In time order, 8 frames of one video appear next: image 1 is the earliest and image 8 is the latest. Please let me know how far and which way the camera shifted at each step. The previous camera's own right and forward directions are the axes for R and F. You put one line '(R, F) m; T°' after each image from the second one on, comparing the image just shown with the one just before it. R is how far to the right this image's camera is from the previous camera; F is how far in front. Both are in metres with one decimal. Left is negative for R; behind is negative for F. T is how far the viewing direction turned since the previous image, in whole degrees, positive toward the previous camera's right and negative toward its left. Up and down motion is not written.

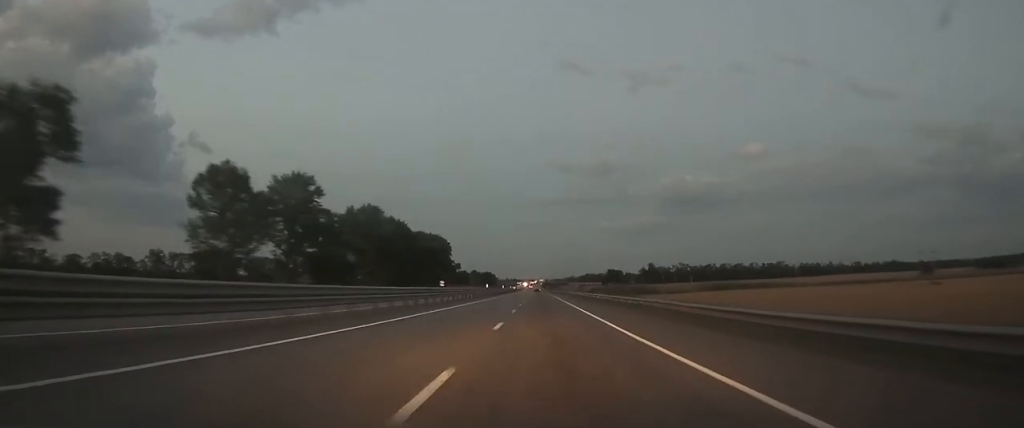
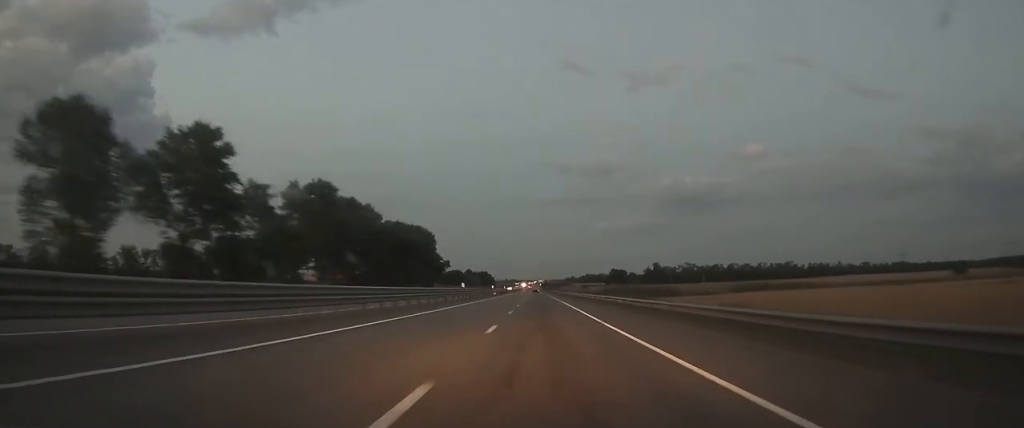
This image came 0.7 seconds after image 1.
(0.0, +25.6) m; 0°
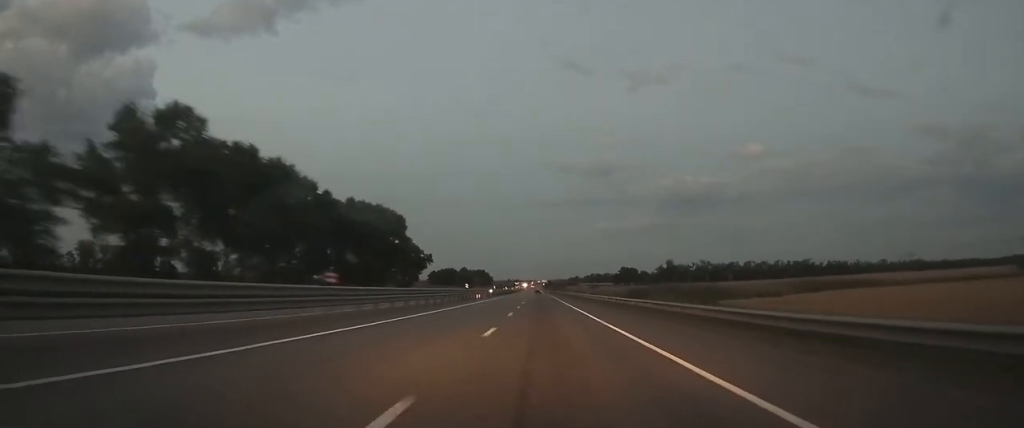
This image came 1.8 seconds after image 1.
(0.0, +37.1) m; 0°
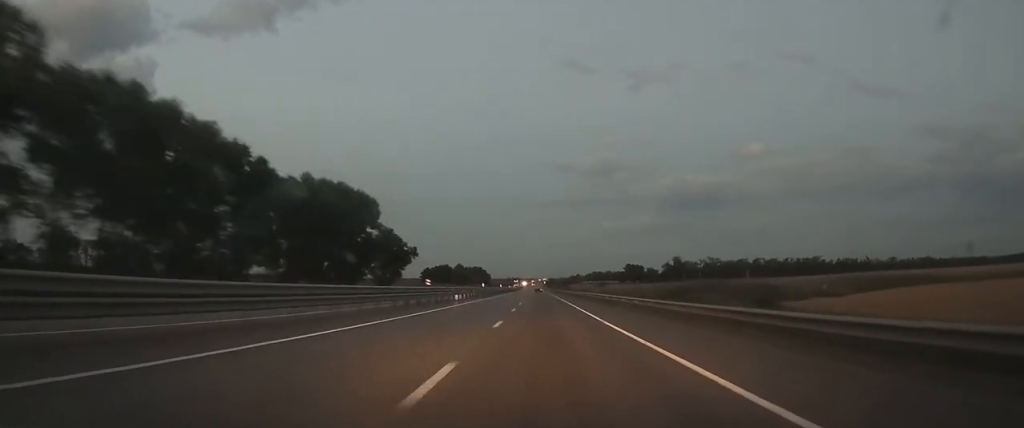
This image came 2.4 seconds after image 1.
(0.0, +20.7) m; 0°
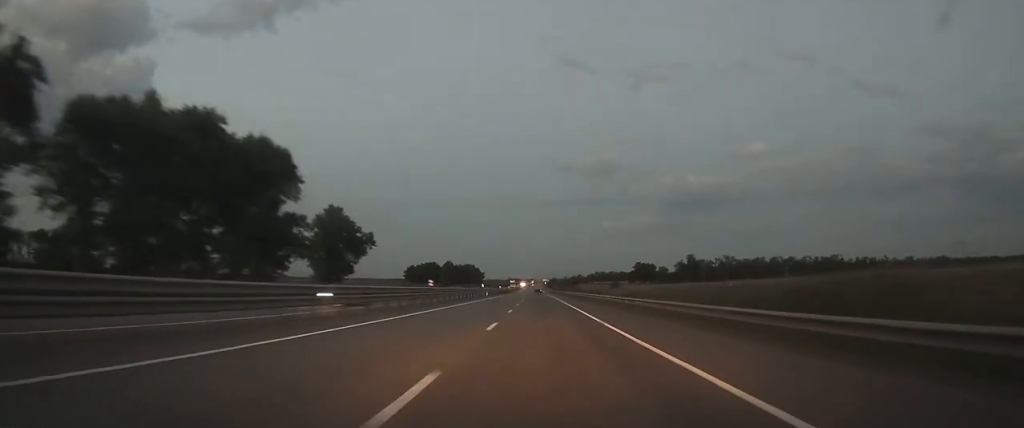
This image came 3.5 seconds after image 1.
(0.0, +35.8) m; 0°
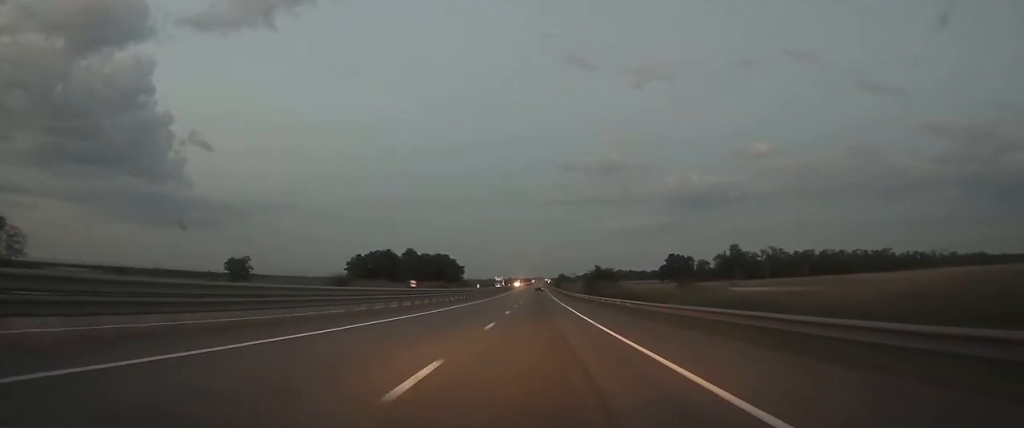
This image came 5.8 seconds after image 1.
(-0.2, +73.0) m; 0°
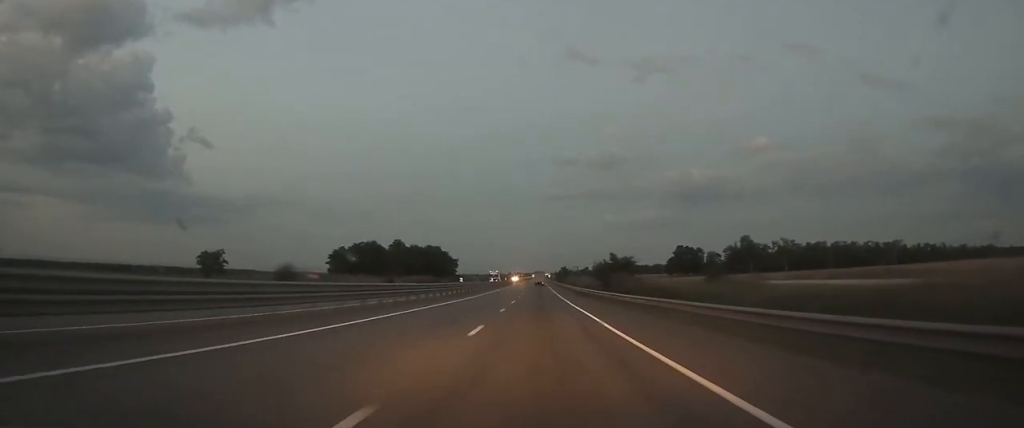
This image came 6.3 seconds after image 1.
(0.0, +14.0) m; 0°
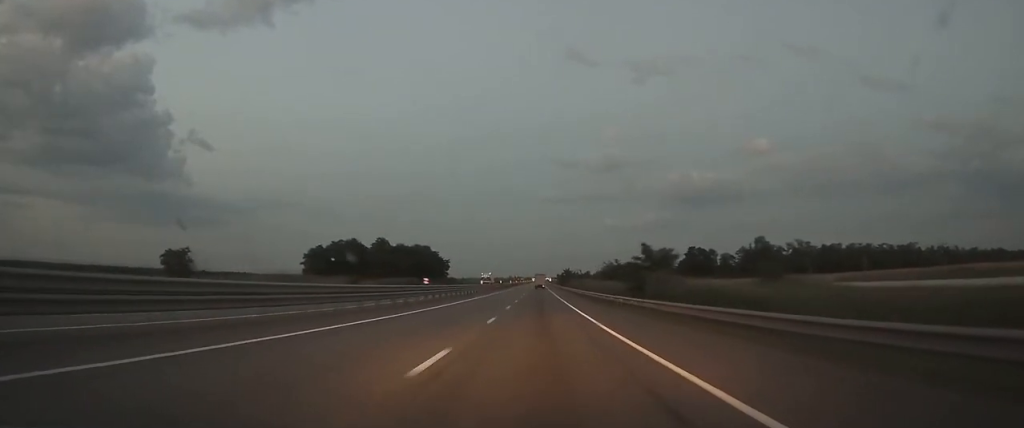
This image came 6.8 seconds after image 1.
(0.0, +17.0) m; 0°
